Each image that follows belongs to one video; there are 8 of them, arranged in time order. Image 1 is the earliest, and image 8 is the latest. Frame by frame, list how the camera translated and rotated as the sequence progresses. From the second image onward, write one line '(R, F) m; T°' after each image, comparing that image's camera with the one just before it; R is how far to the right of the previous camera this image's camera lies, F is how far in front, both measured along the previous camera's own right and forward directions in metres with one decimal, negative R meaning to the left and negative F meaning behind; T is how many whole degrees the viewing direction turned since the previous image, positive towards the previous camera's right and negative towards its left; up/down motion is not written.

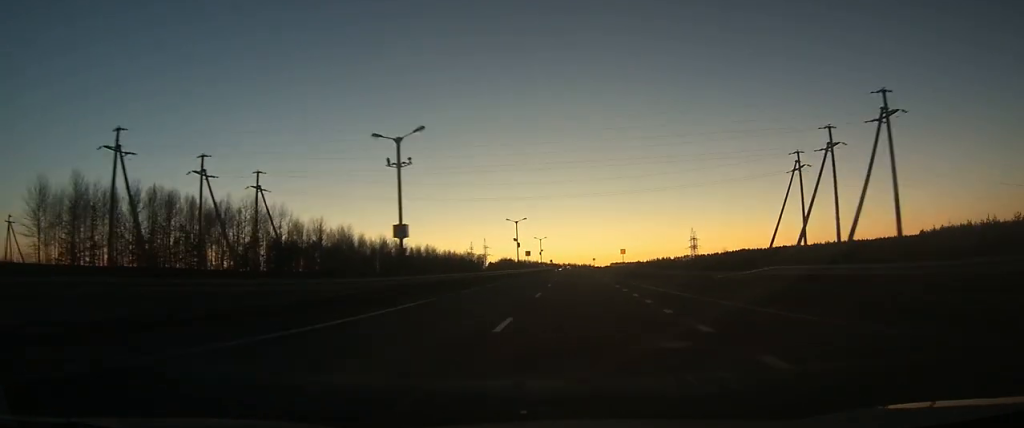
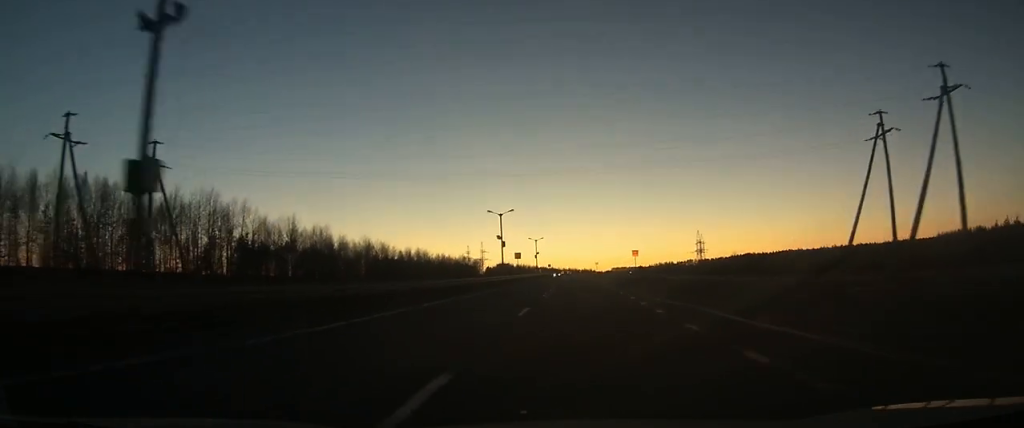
(0.0, +19.2) m; 0°
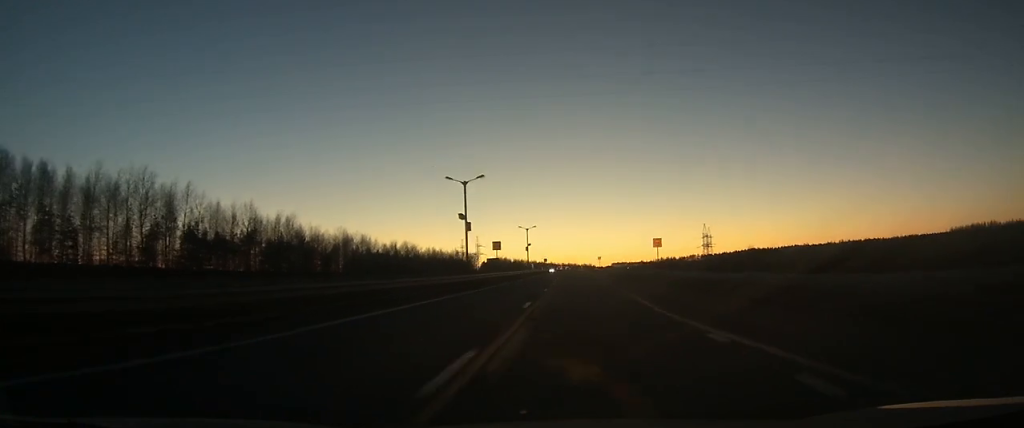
(0.0, +22.1) m; 0°
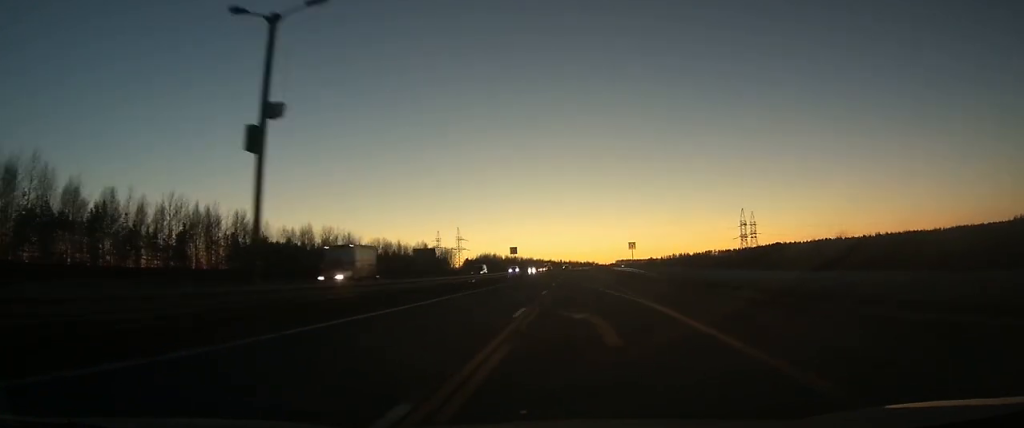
(+0.3, +84.3) m; 0°
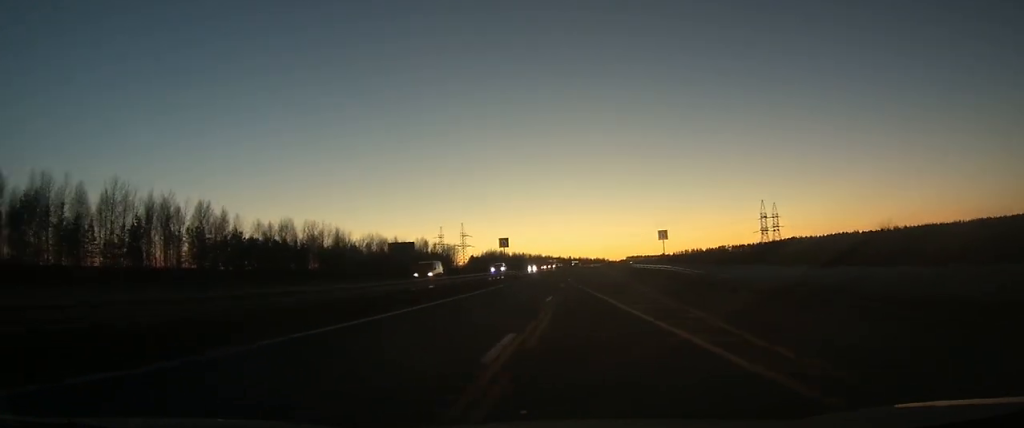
(-0.1, +17.6) m; 0°
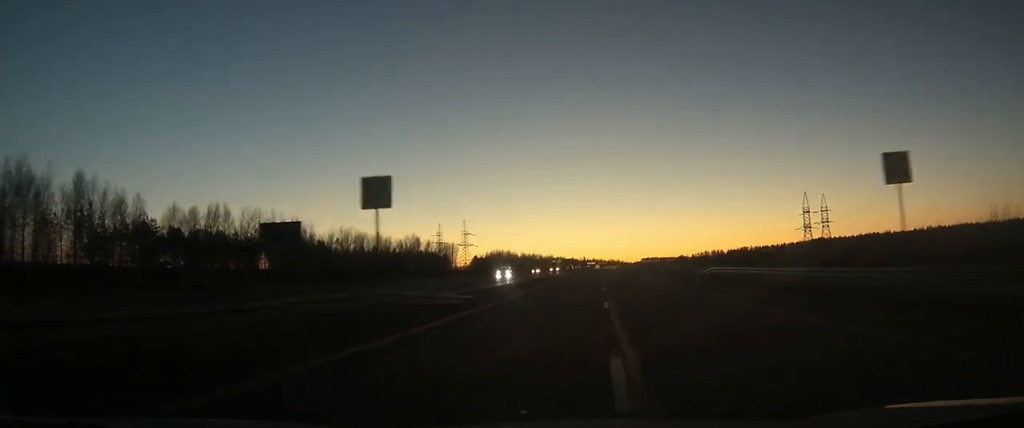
(-0.3, +37.4) m; -1°
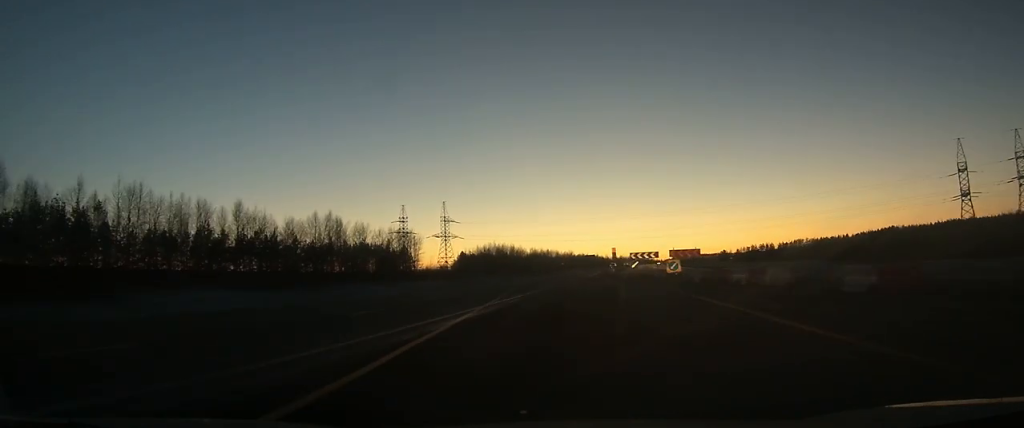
(-1.0, +95.7) m; -3°
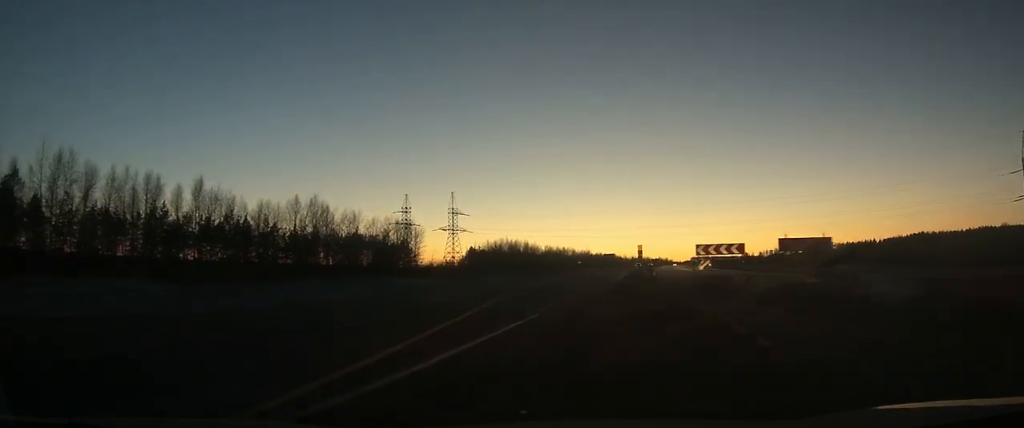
(-0.3, +19.8) m; 0°
